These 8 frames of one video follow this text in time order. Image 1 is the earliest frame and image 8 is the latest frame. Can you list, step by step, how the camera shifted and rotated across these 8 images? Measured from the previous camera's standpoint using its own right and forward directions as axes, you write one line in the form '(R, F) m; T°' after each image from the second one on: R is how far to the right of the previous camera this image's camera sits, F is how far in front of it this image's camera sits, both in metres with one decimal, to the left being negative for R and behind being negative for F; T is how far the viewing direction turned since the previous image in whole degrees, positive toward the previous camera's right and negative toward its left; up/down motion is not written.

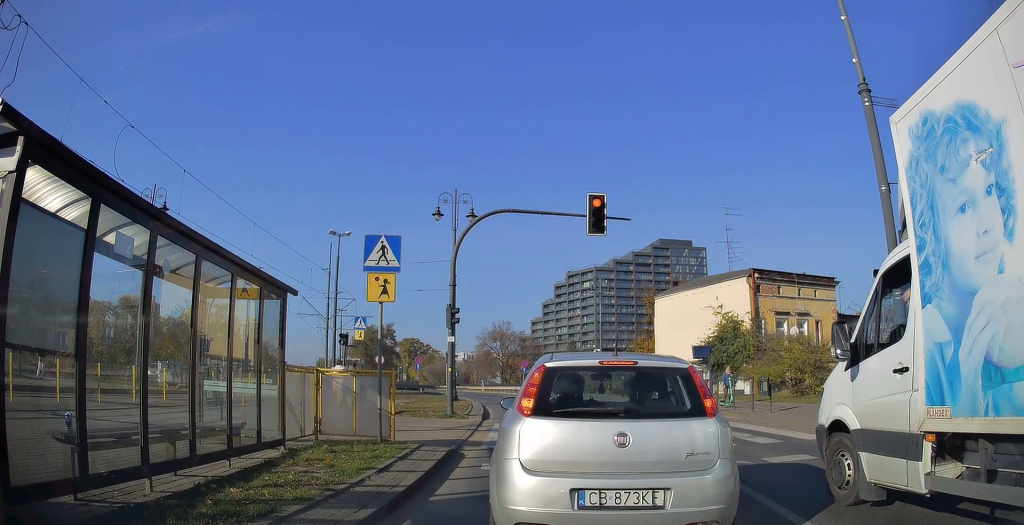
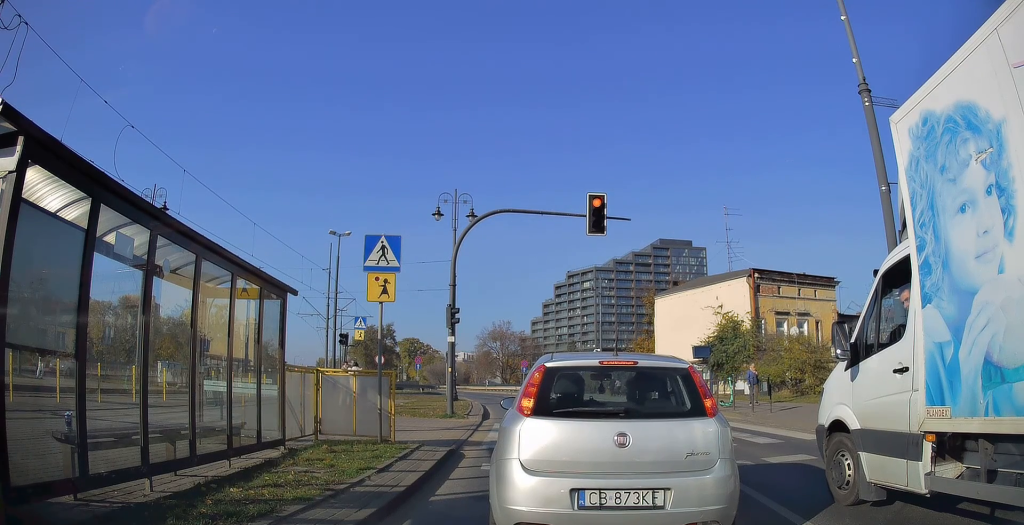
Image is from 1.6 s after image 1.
(0.0, 0.0) m; 0°
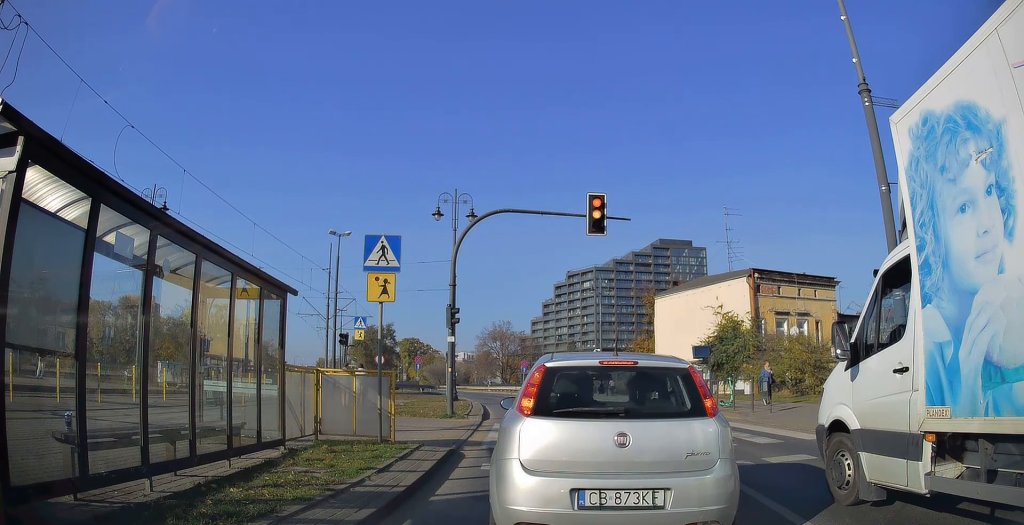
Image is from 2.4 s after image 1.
(0.0, 0.0) m; 0°
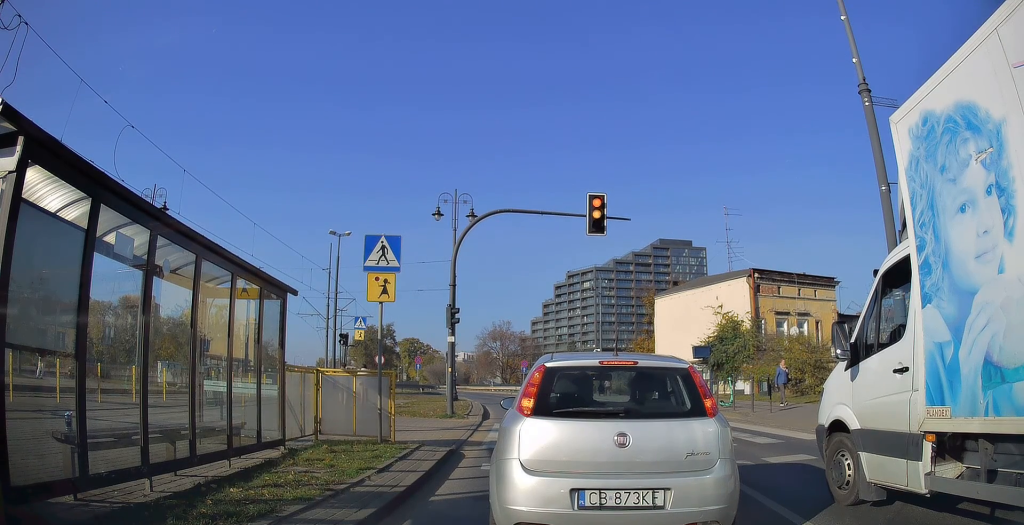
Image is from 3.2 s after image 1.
(0.0, 0.0) m; 0°
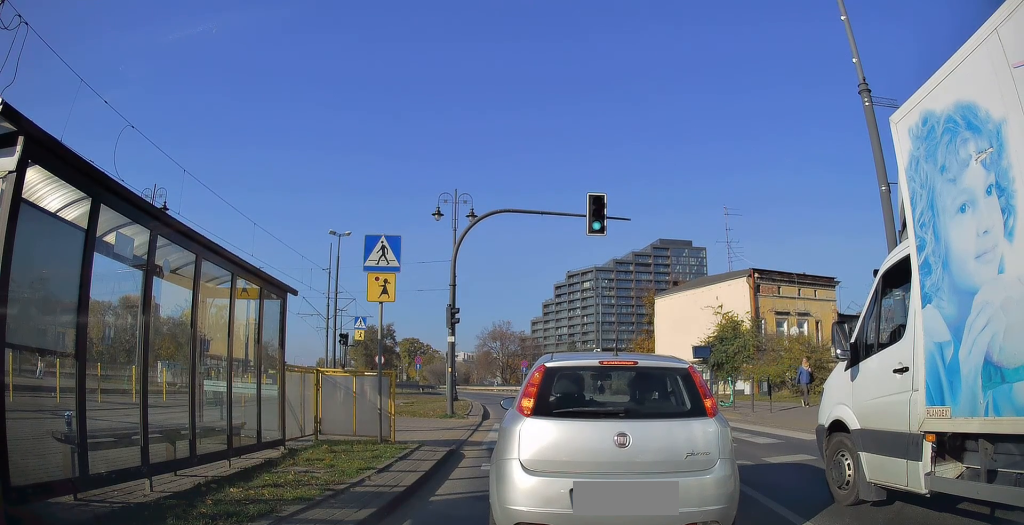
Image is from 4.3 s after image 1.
(0.0, 0.0) m; 0°
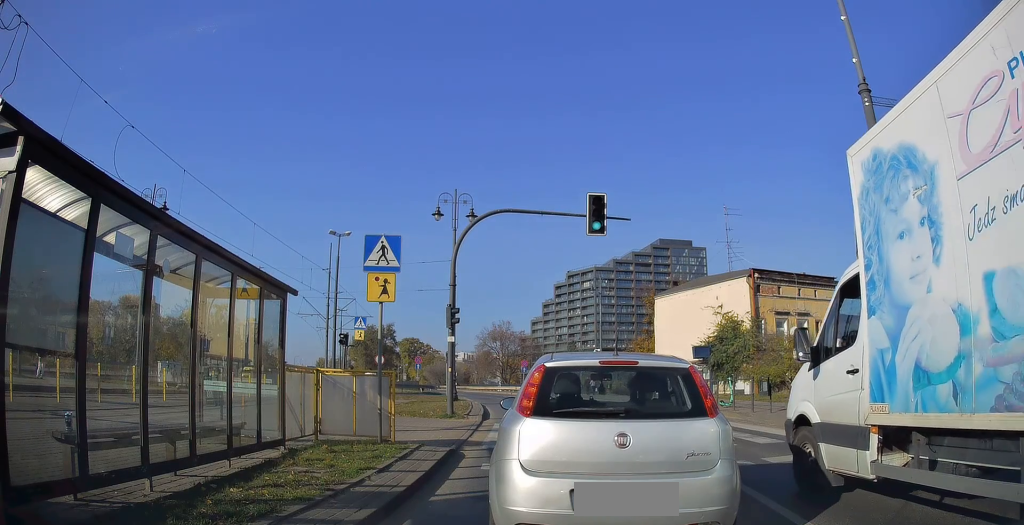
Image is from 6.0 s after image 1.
(0.0, 0.0) m; 0°
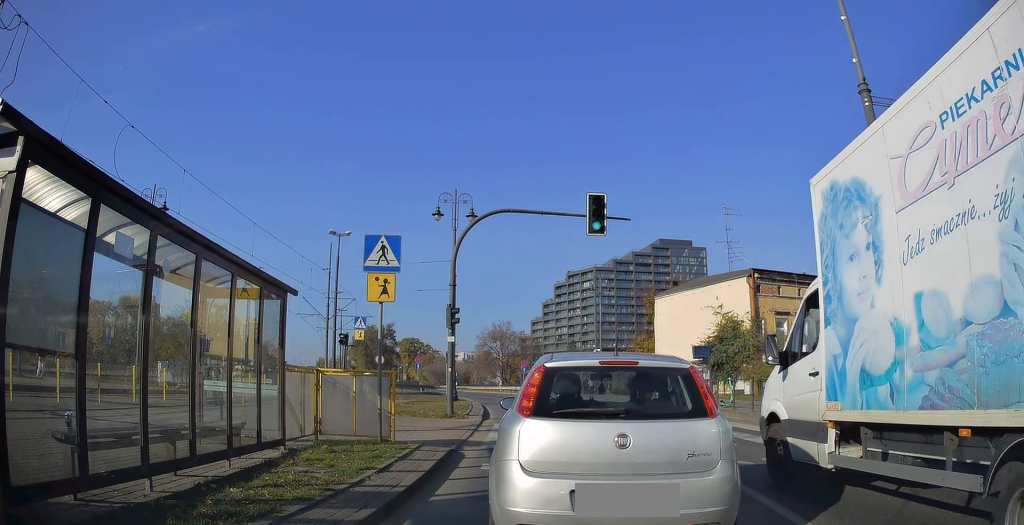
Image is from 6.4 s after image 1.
(0.0, 0.0) m; 0°
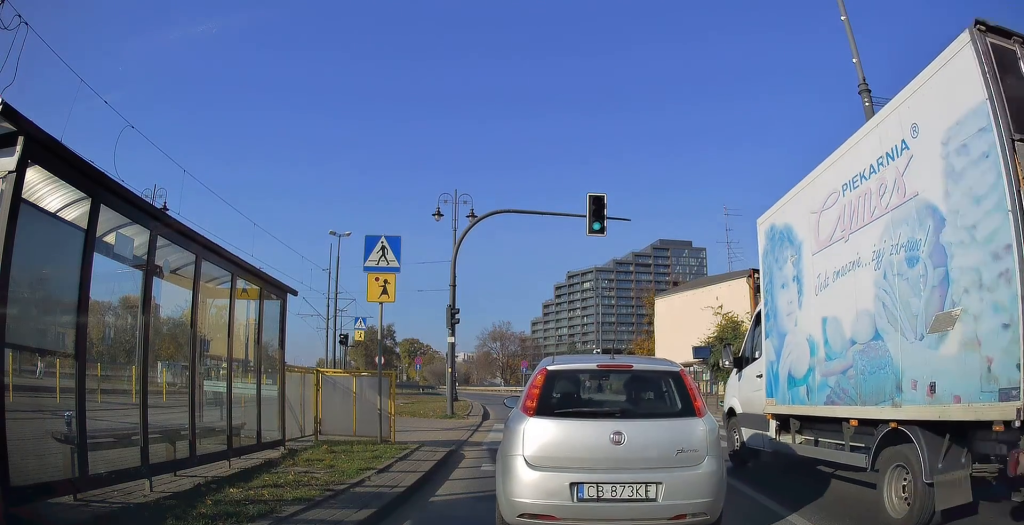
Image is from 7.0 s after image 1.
(0.0, 0.0) m; 0°
